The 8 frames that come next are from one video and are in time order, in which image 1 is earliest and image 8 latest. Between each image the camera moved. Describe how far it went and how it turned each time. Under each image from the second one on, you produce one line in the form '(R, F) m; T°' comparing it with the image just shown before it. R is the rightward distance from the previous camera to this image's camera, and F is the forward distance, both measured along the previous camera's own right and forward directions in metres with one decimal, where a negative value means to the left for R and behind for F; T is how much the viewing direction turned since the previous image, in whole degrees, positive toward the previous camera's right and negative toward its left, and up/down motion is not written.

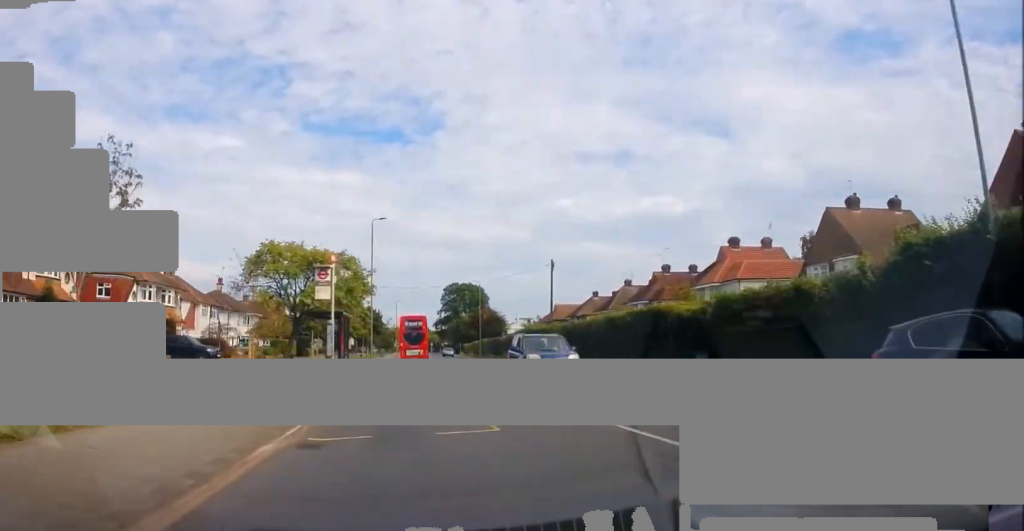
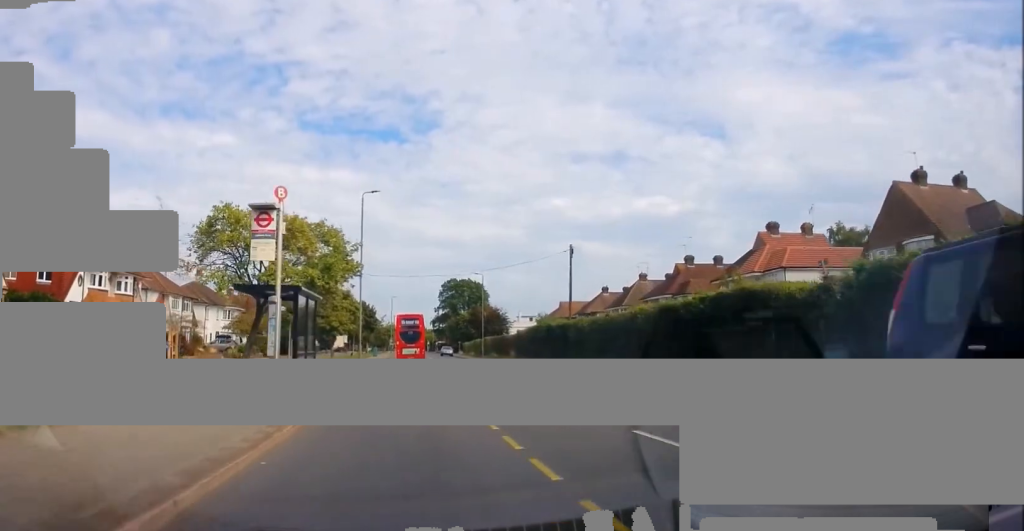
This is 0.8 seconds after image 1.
(+0.3, +7.9) m; 0°
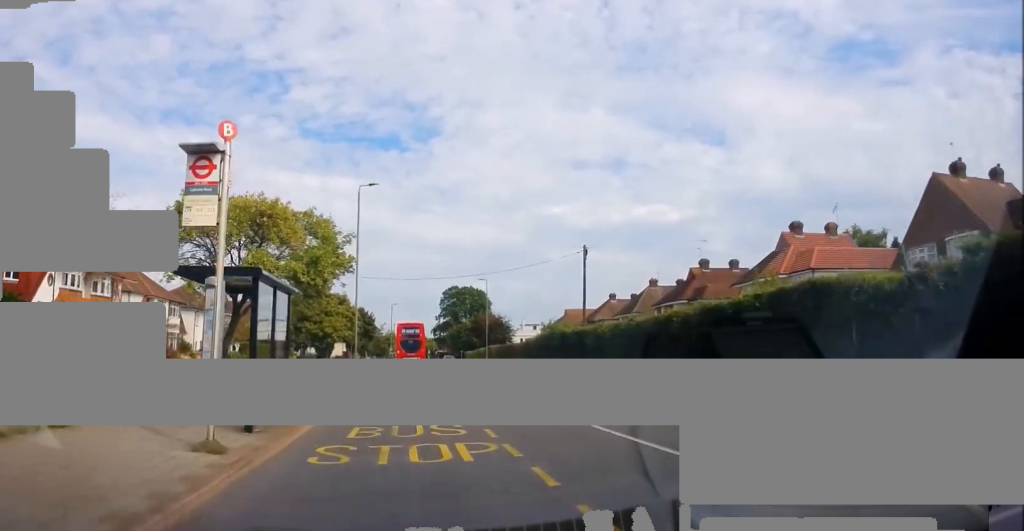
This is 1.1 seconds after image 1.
(-0.1, +4.0) m; 0°
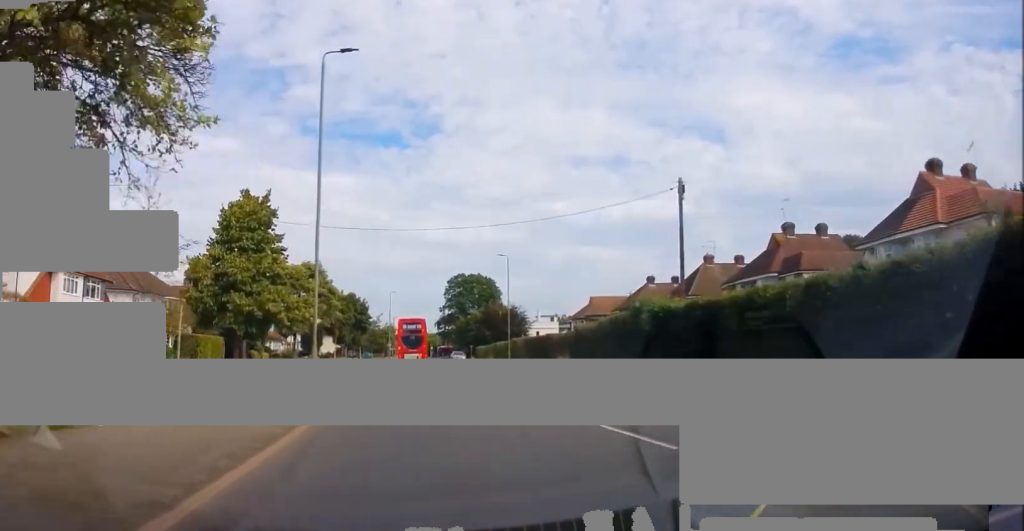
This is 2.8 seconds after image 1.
(+0.1, +17.1) m; 0°
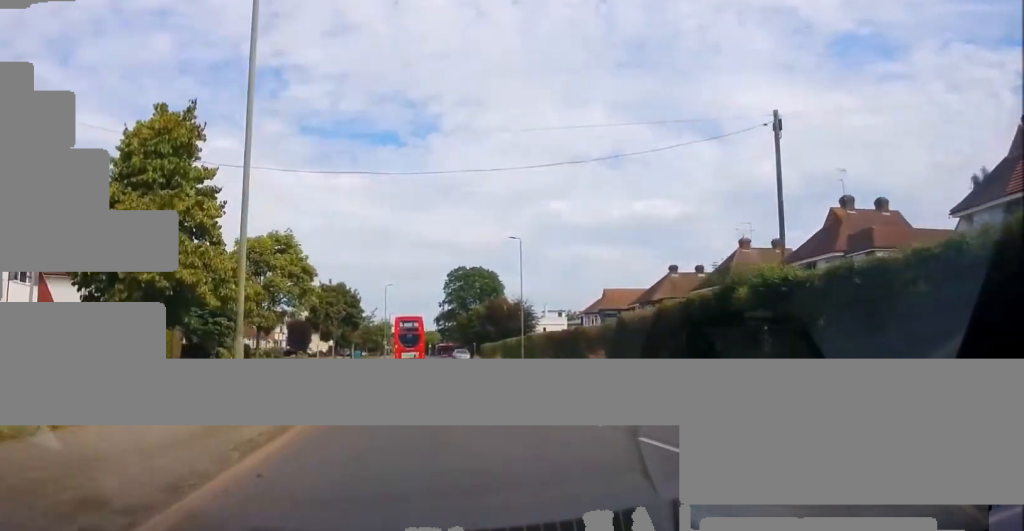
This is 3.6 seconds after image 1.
(-0.3, +9.2) m; 0°
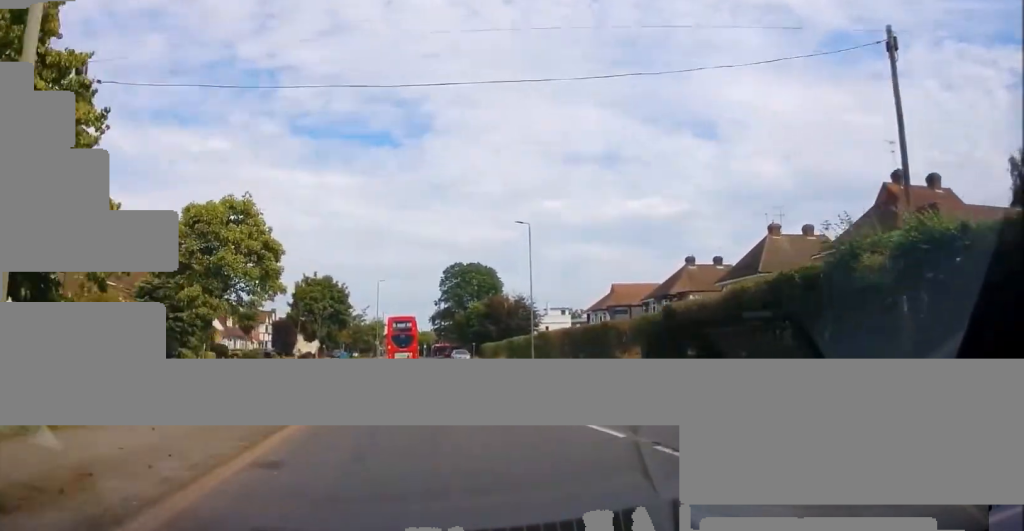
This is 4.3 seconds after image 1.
(+0.1, +7.0) m; 0°
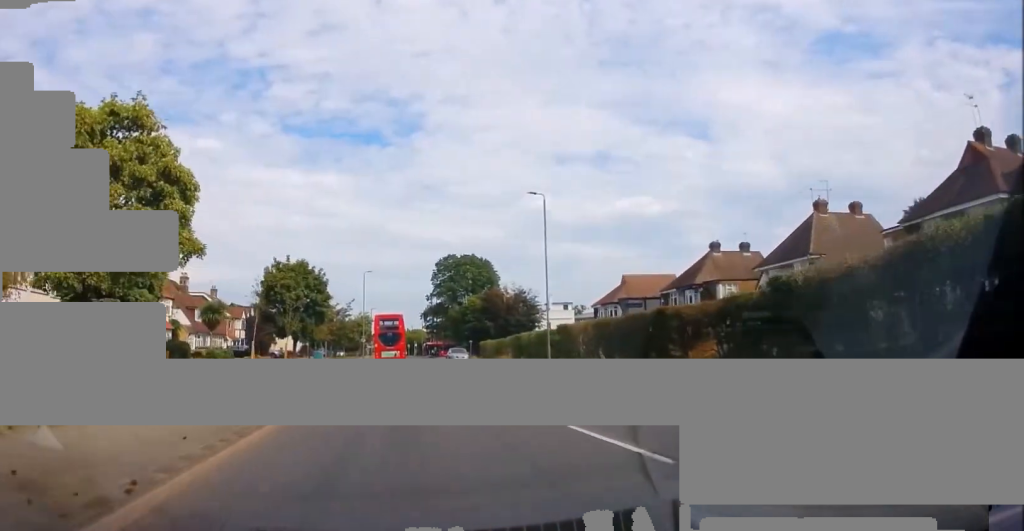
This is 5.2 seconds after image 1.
(0.0, +9.1) m; -1°
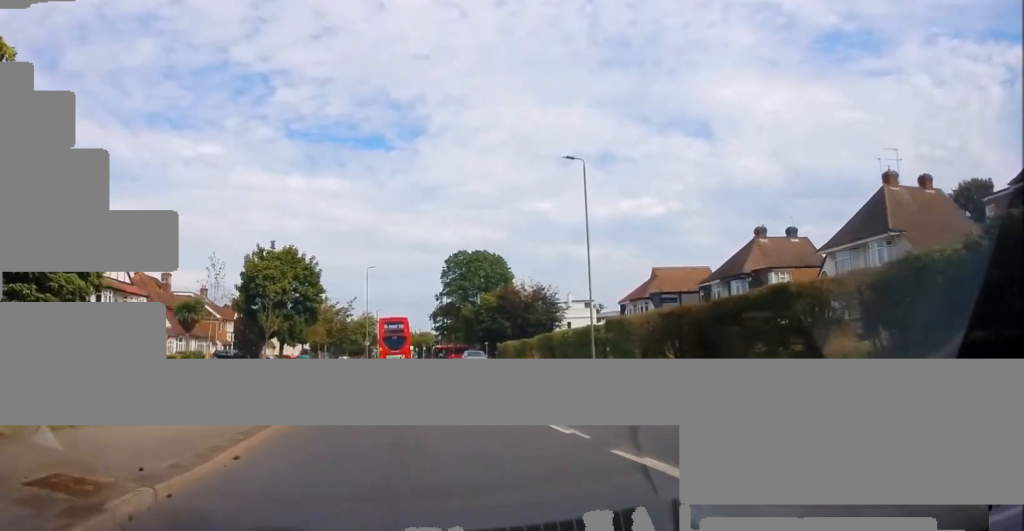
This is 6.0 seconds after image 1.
(-0.2, +8.1) m; -1°
